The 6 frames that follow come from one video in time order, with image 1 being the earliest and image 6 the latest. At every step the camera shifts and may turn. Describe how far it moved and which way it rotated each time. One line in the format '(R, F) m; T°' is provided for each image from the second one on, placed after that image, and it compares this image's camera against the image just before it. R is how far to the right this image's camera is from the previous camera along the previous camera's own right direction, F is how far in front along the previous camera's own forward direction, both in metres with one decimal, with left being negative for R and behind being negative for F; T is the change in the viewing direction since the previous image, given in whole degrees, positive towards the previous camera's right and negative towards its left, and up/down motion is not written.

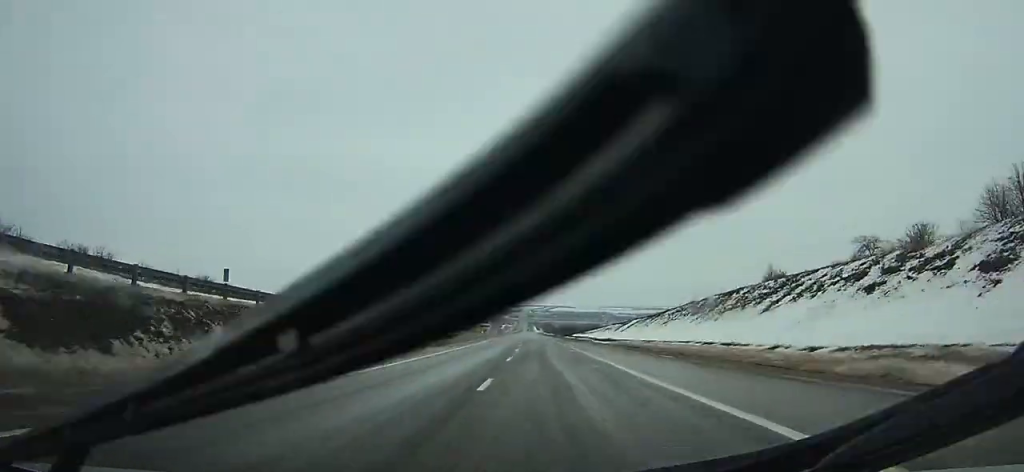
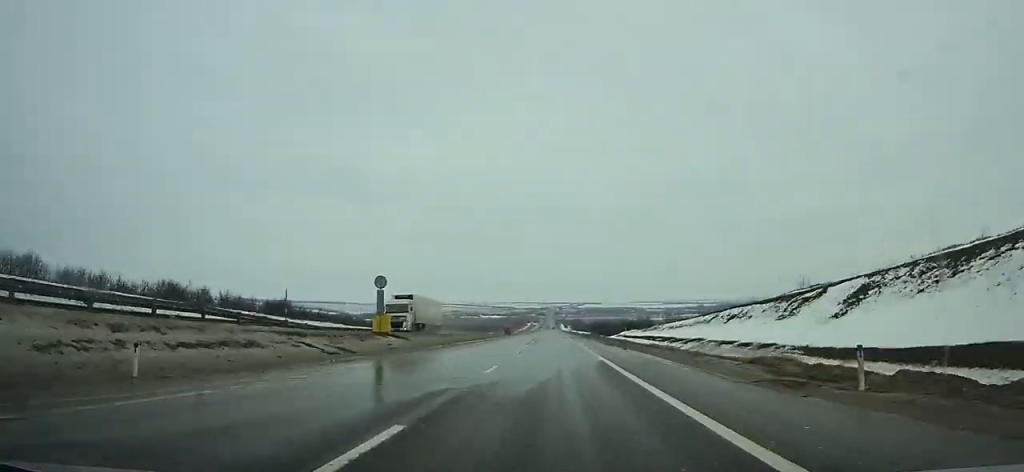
(-1.6, +78.2) m; -2°
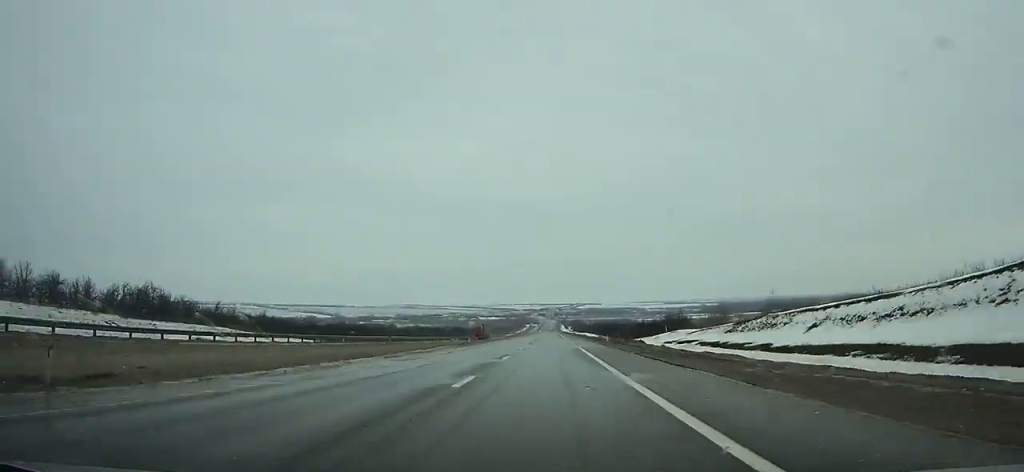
(-0.6, +52.3) m; -1°
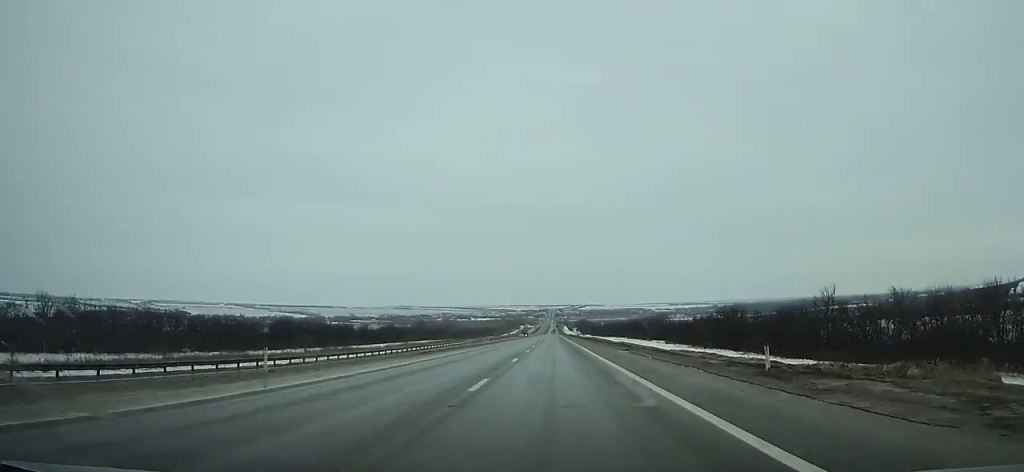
(+1.4, +242.0) m; +1°
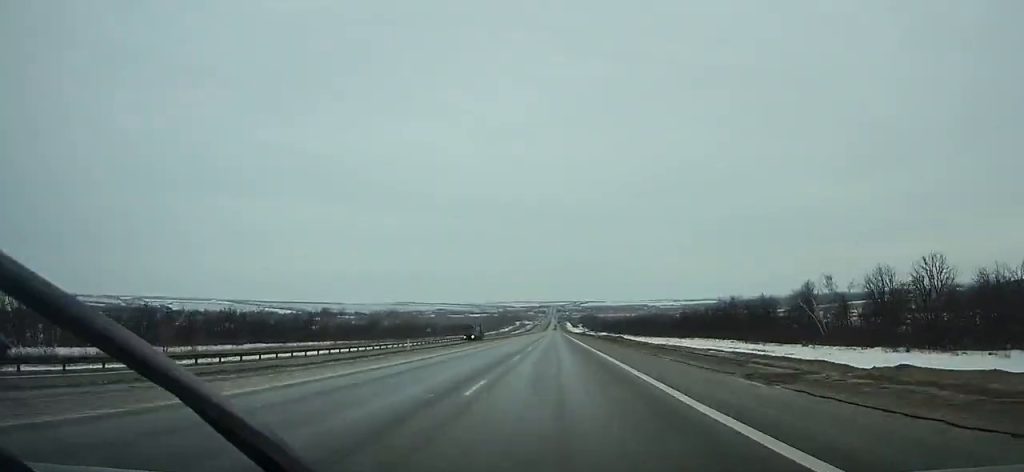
(-0.7, +134.6) m; 0°
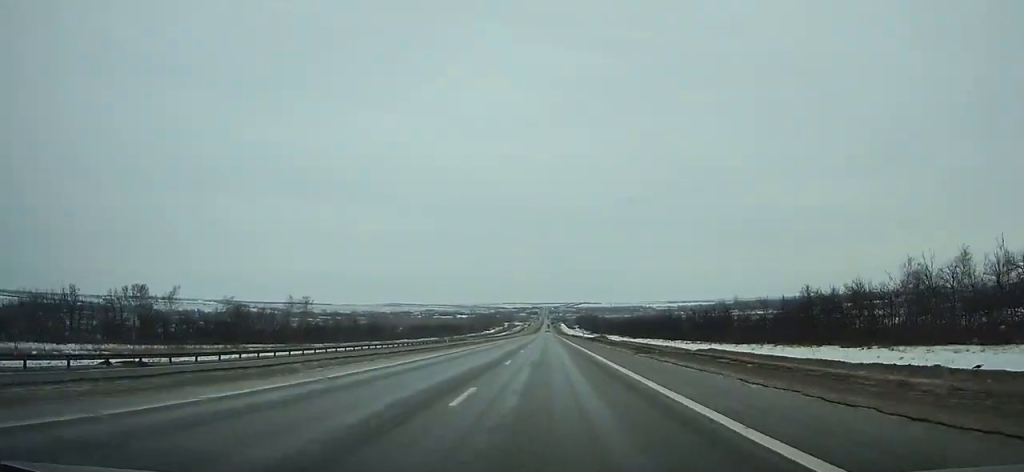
(+0.4, +87.3) m; 0°
